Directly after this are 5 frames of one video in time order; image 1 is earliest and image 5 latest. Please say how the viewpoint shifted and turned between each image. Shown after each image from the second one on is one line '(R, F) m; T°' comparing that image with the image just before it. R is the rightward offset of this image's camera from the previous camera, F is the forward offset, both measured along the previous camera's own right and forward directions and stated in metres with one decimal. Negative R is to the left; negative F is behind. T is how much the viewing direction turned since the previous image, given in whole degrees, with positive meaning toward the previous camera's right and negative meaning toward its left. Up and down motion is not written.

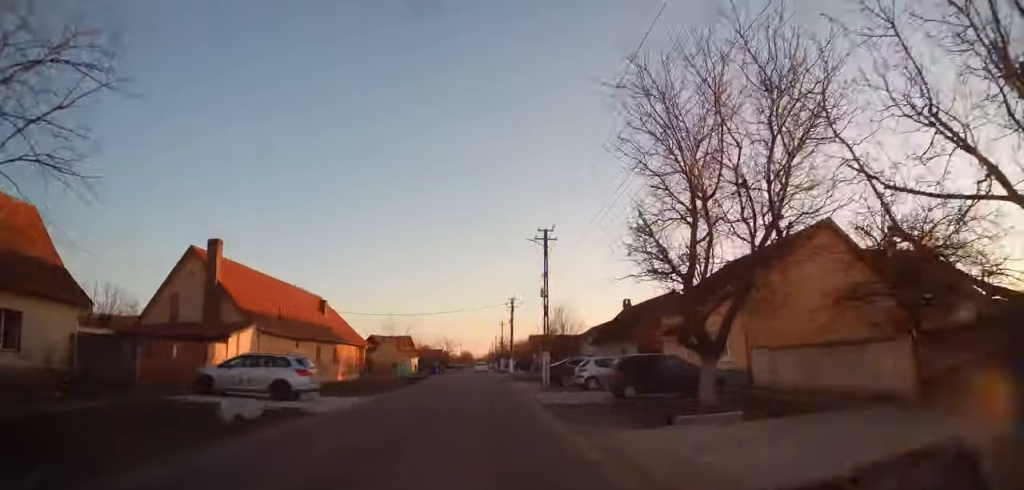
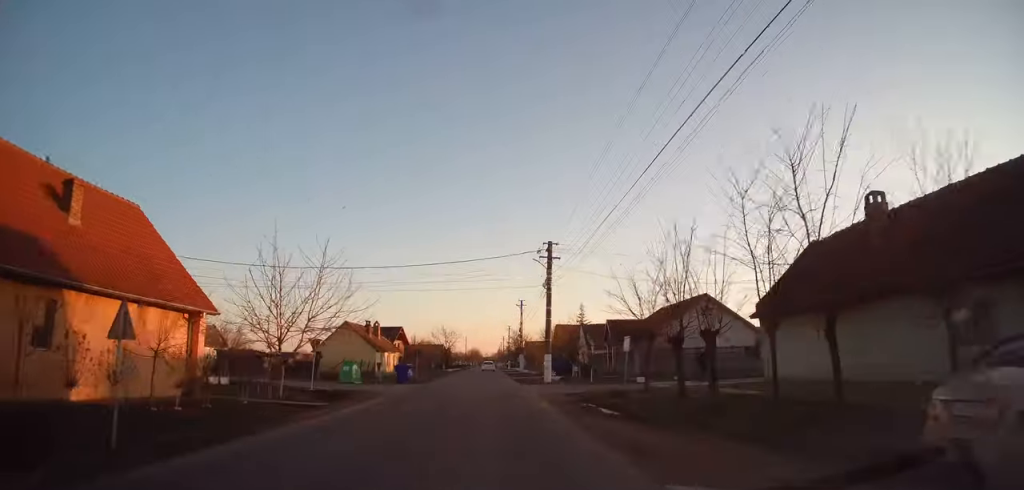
(+0.1, +27.8) m; 0°
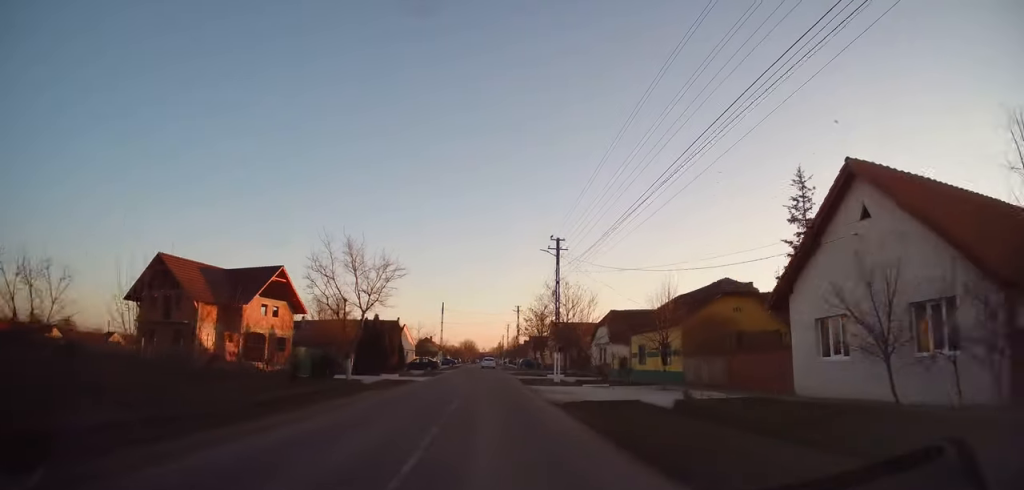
(-0.5, +67.4) m; 0°
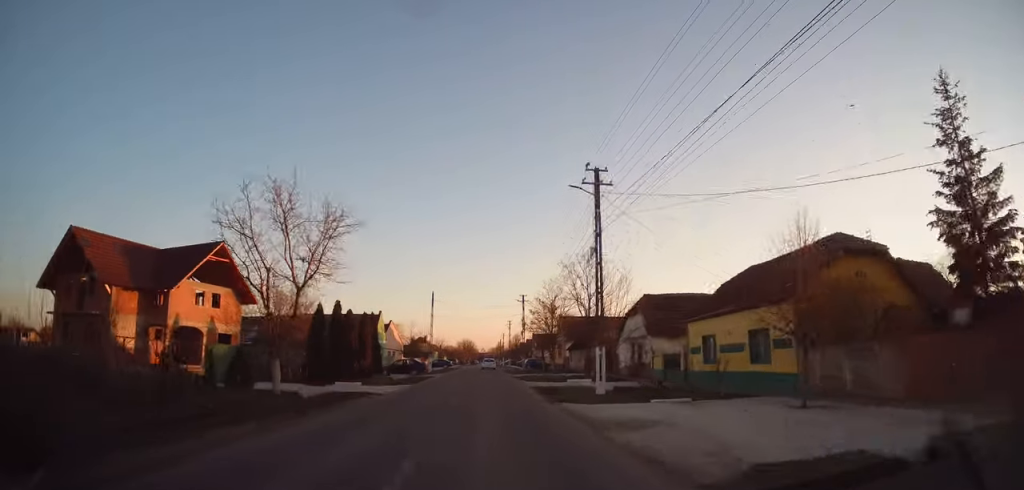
(+0.2, +10.8) m; 0°
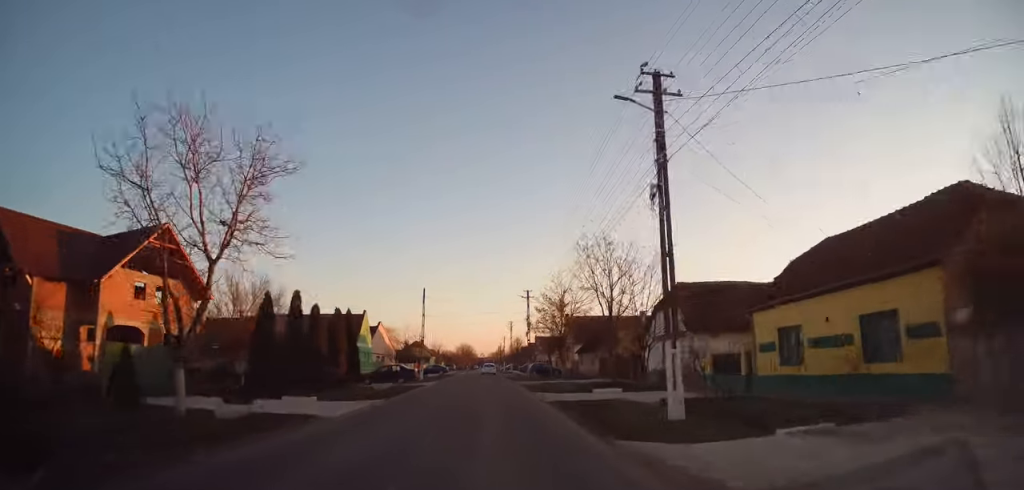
(-0.1, +7.2) m; 0°
